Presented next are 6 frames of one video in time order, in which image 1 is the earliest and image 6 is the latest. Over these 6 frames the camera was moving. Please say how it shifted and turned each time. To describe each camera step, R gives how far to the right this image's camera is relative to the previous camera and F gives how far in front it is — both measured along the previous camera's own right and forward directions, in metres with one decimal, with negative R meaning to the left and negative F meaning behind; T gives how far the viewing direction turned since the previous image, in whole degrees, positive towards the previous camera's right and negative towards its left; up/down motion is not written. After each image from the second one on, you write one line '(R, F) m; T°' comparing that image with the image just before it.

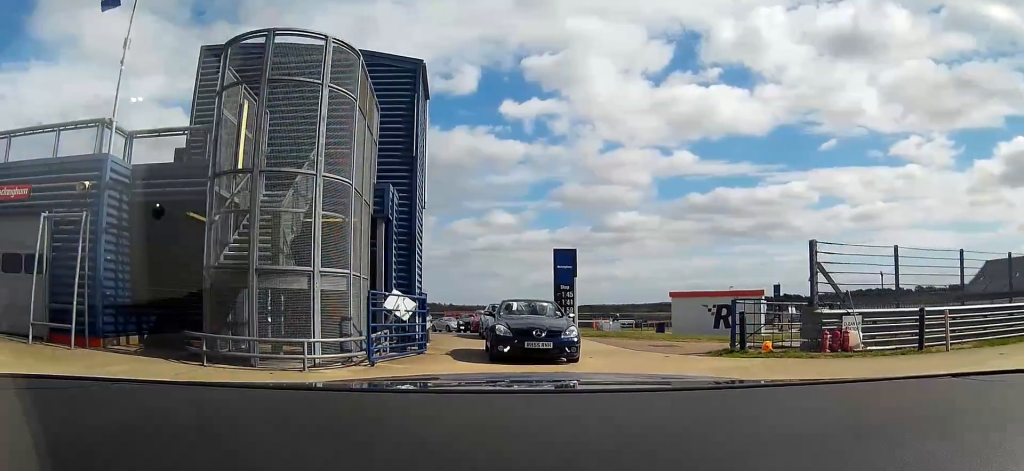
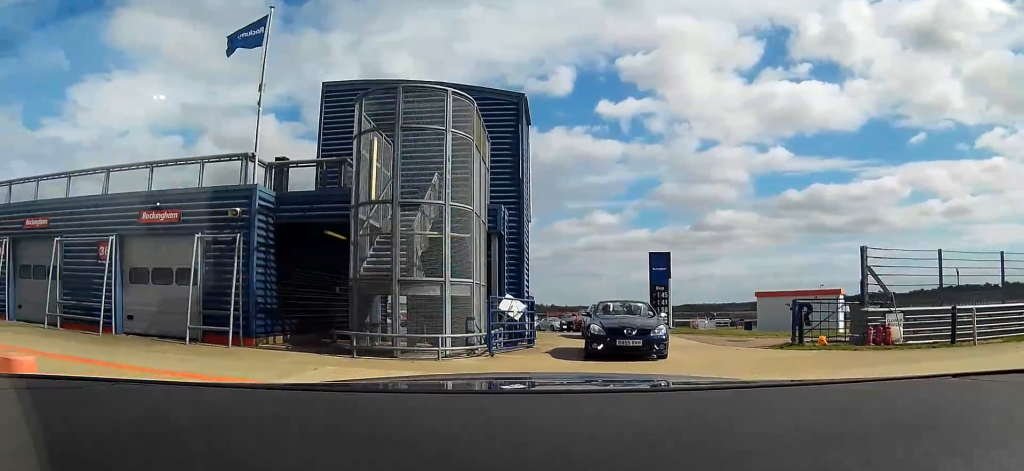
(0.0, +2.7) m; -8°
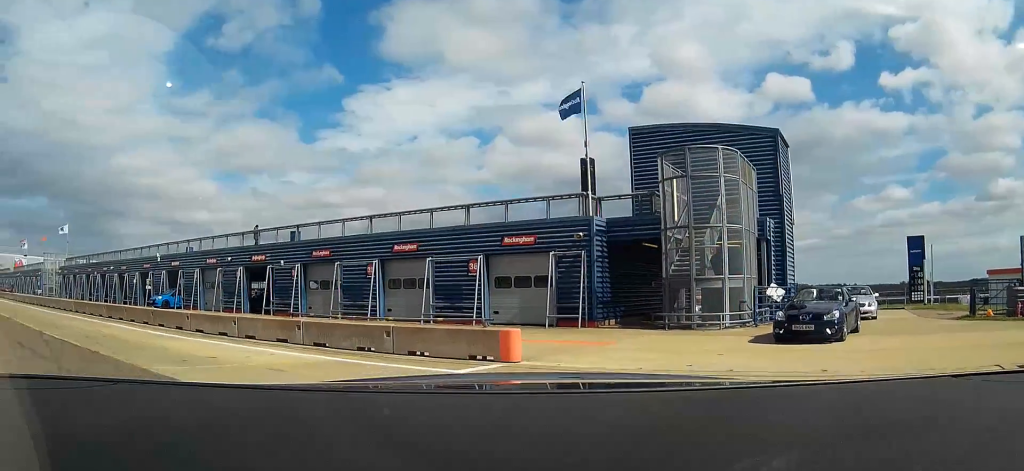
(-1.6, +6.3) m; -27°
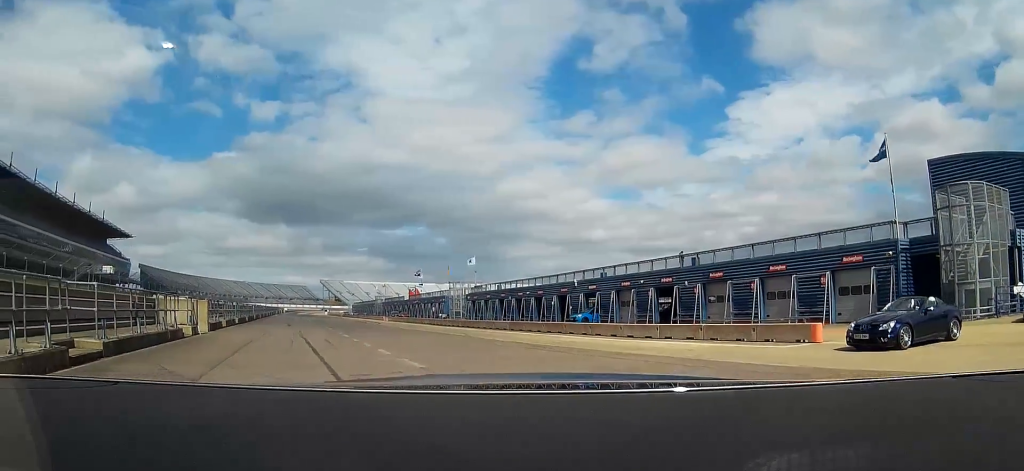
(-2.1, +7.7) m; -36°
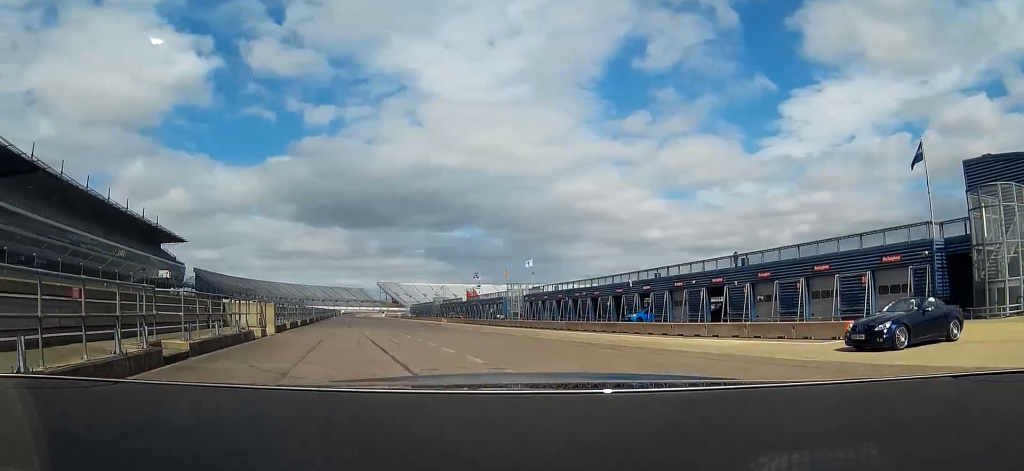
(-0.2, +1.2) m; -6°
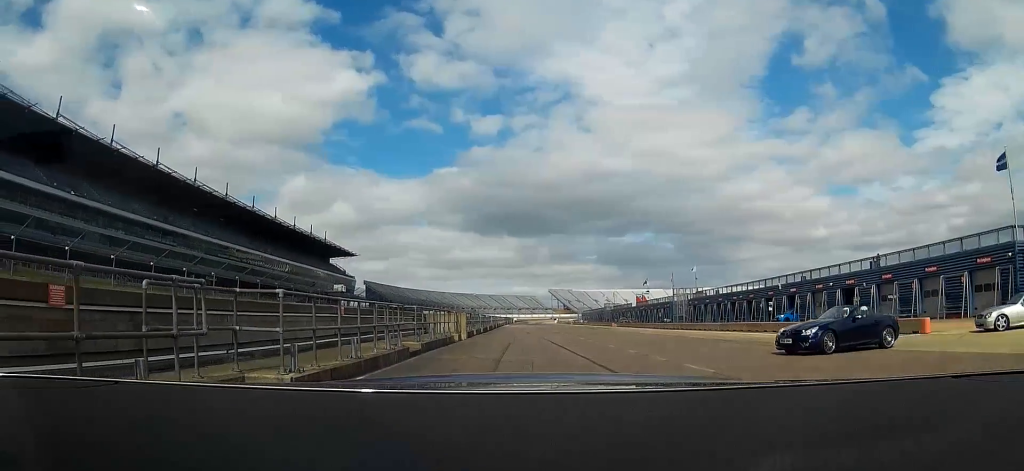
(-0.9, +4.7) m; -15°
